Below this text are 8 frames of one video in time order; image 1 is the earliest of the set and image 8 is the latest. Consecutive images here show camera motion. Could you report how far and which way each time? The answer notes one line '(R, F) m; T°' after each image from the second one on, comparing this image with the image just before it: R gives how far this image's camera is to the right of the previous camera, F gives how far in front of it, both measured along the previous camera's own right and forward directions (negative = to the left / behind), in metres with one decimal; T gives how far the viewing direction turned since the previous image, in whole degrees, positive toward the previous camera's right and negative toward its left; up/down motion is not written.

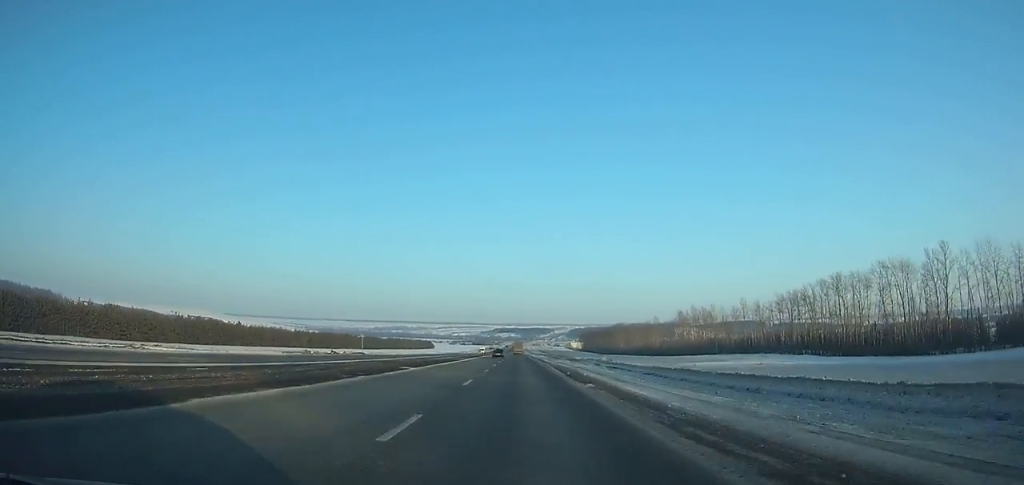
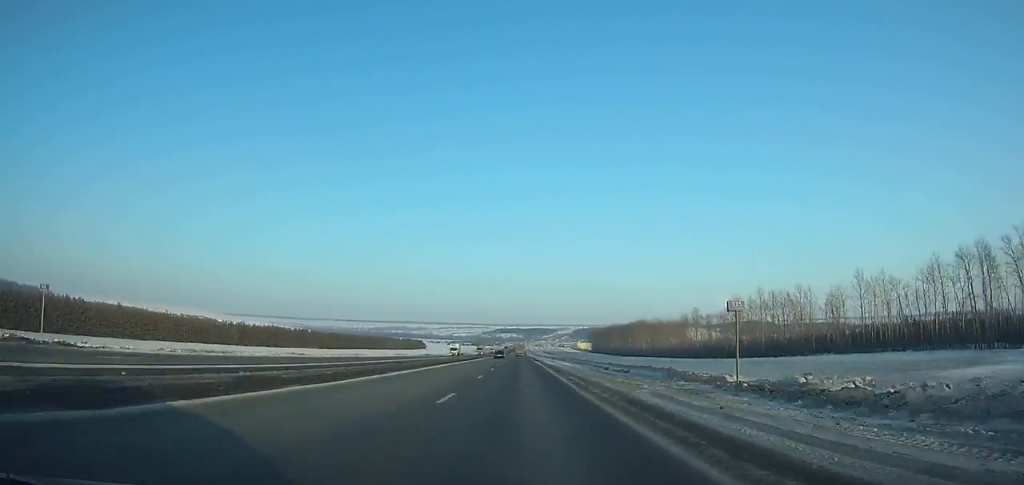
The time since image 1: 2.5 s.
(0.0, +65.9) m; 0°
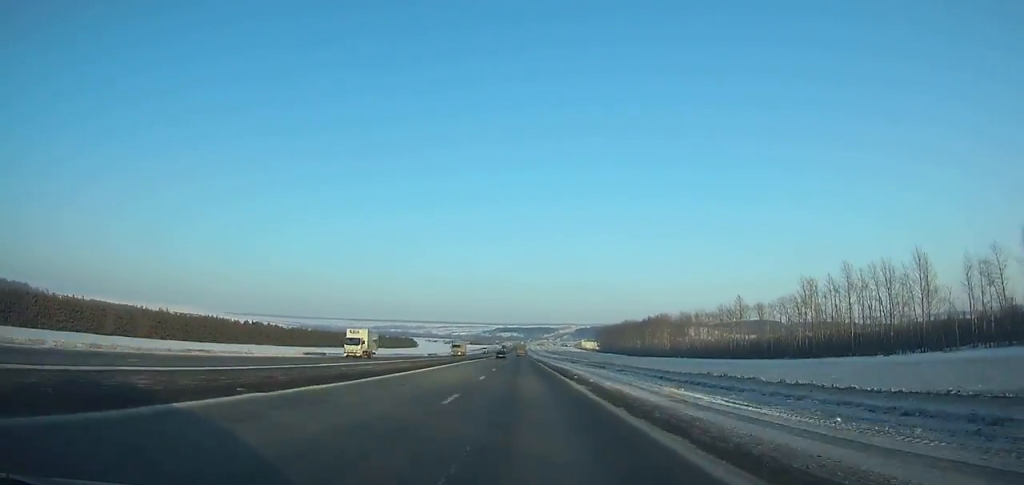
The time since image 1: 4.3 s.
(-0.1, +47.6) m; 0°
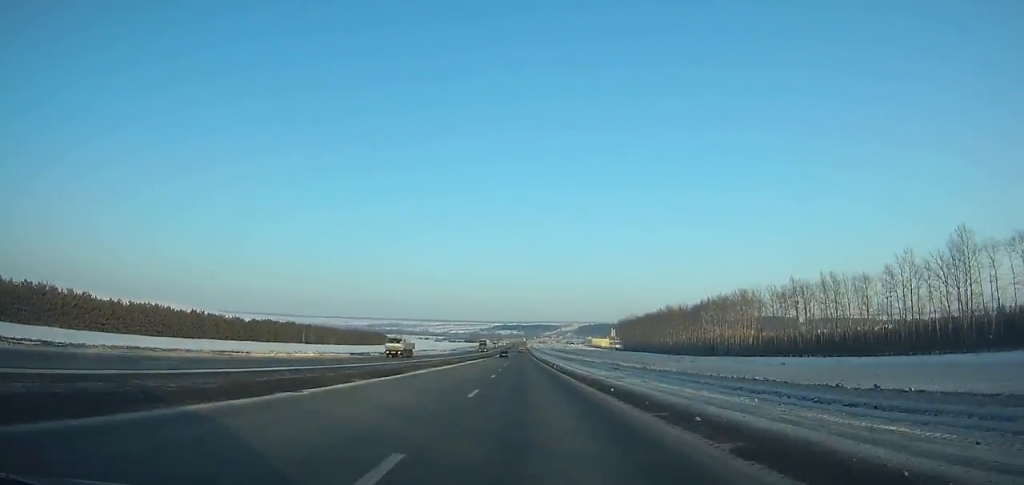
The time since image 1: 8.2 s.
(0.0, +104.0) m; 0°
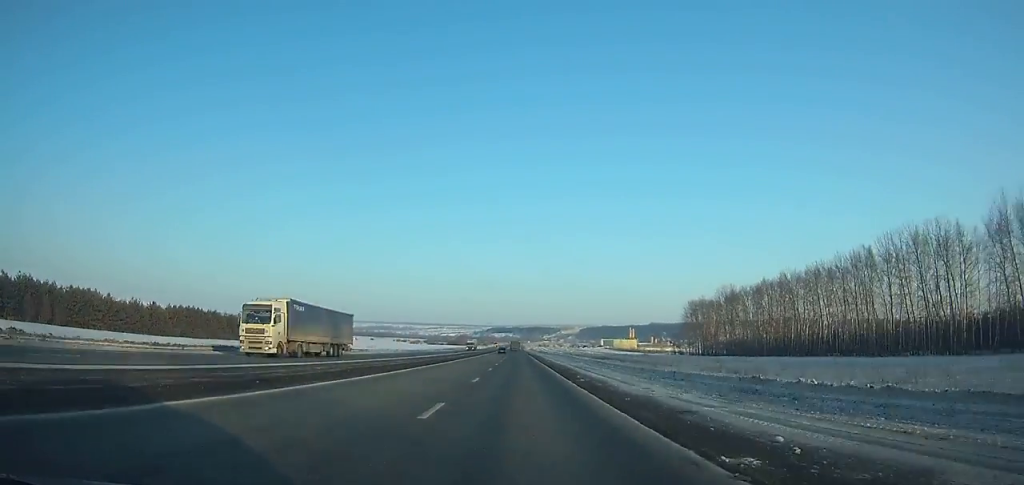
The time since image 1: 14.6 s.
(+1.1, +171.6) m; 0°
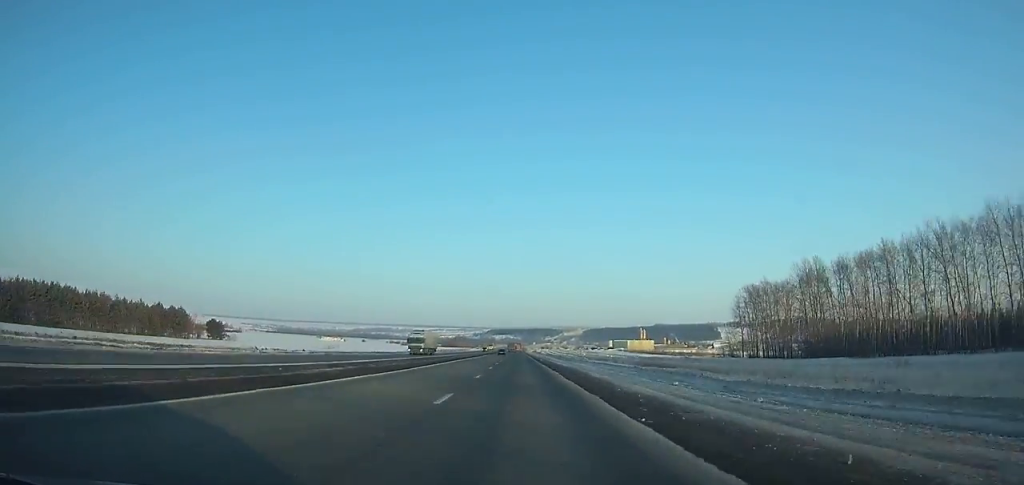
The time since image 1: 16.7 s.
(+0.1, +56.8) m; 0°
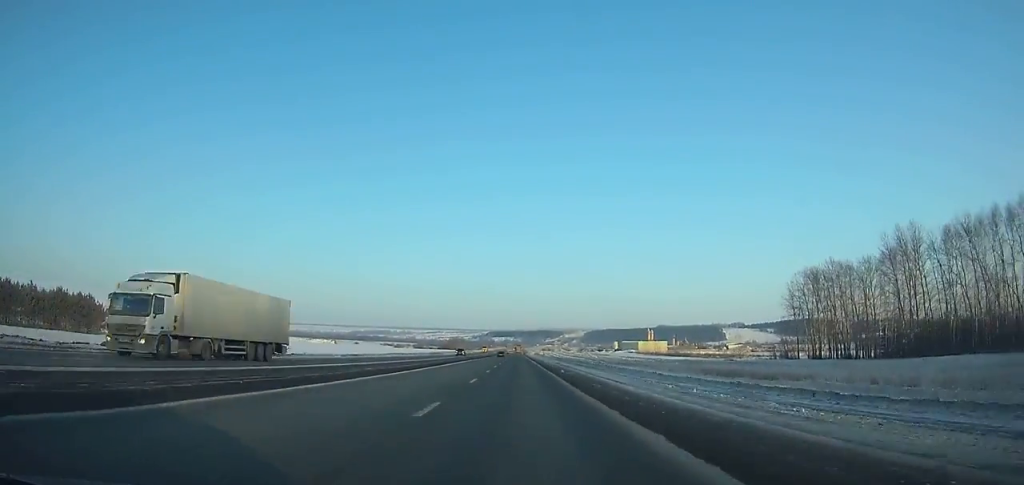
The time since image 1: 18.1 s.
(-0.2, +38.2) m; 0°
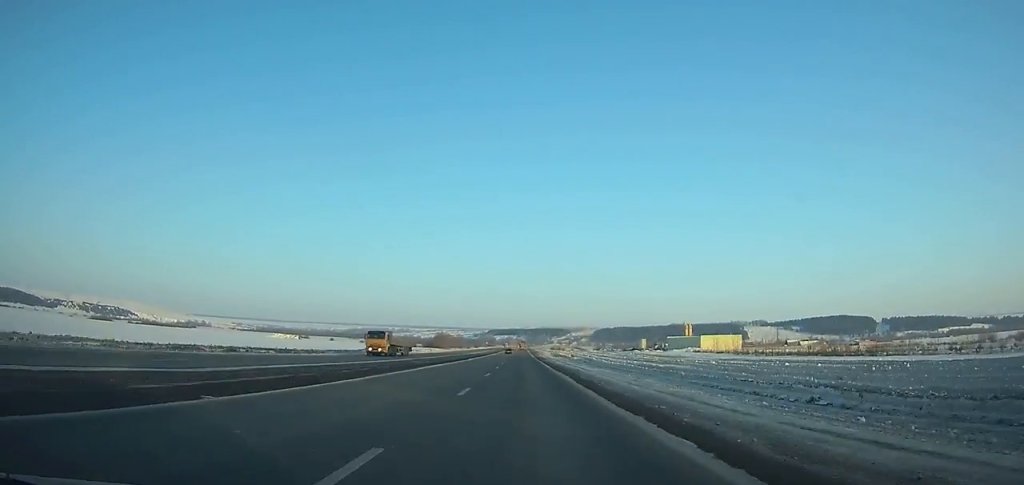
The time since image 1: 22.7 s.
(-0.2, +127.3) m; 0°
